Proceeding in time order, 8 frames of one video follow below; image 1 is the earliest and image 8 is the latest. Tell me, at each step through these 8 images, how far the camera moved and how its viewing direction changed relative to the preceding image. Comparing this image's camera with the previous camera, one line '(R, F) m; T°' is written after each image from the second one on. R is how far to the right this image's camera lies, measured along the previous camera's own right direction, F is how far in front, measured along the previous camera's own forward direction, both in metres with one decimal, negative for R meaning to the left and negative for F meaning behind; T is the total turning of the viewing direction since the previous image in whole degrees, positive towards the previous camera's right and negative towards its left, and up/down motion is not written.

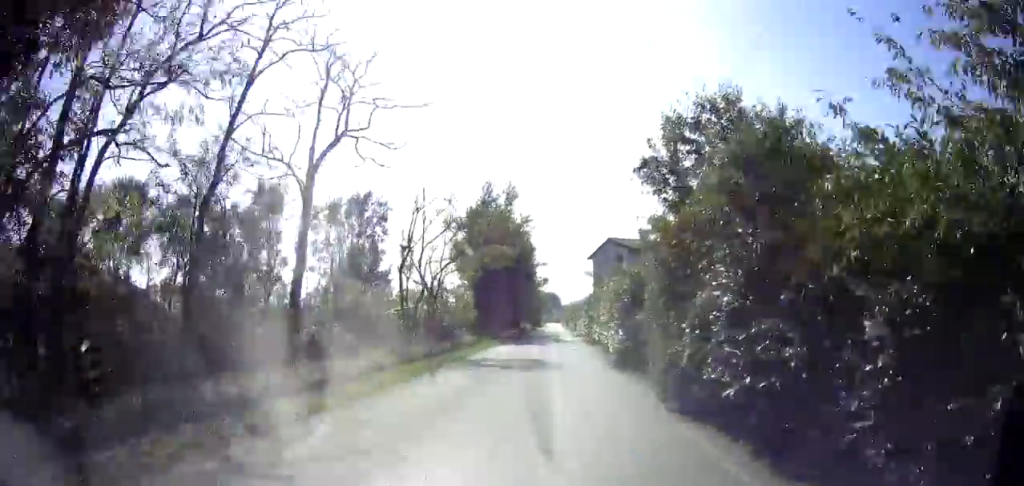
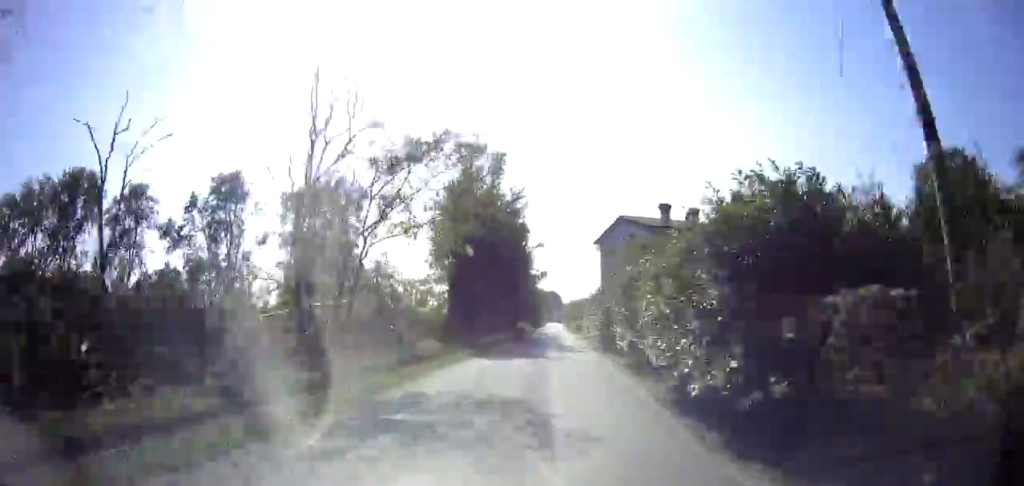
(0.0, +10.3) m; 0°
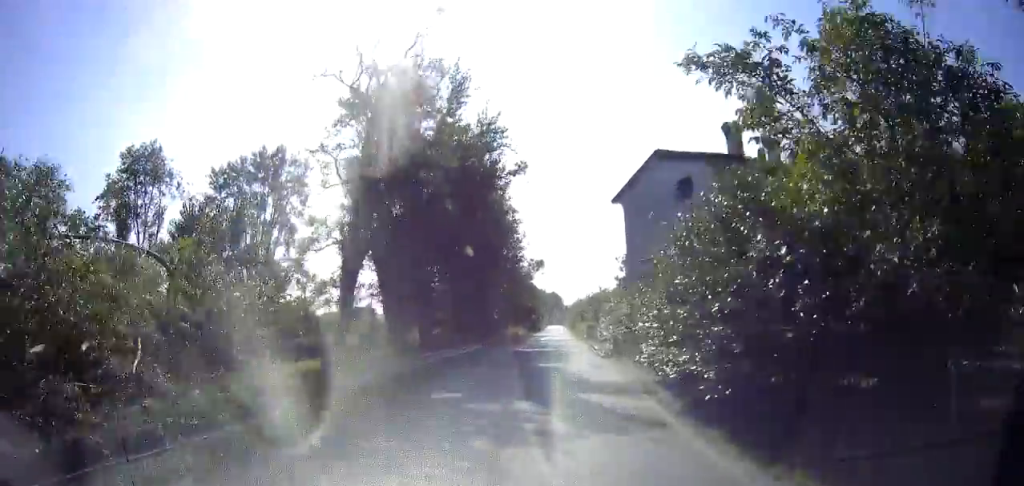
(0.0, +17.4) m; 0°
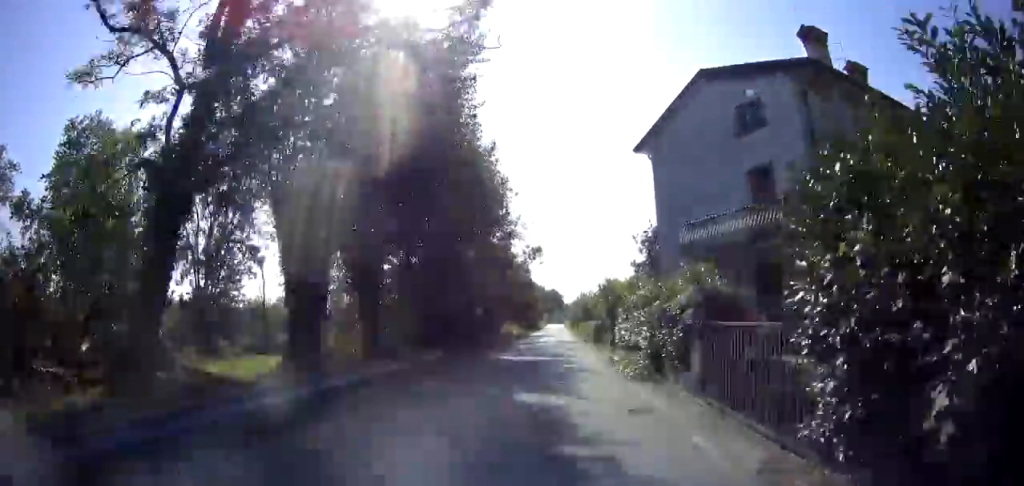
(0.0, +8.7) m; 0°
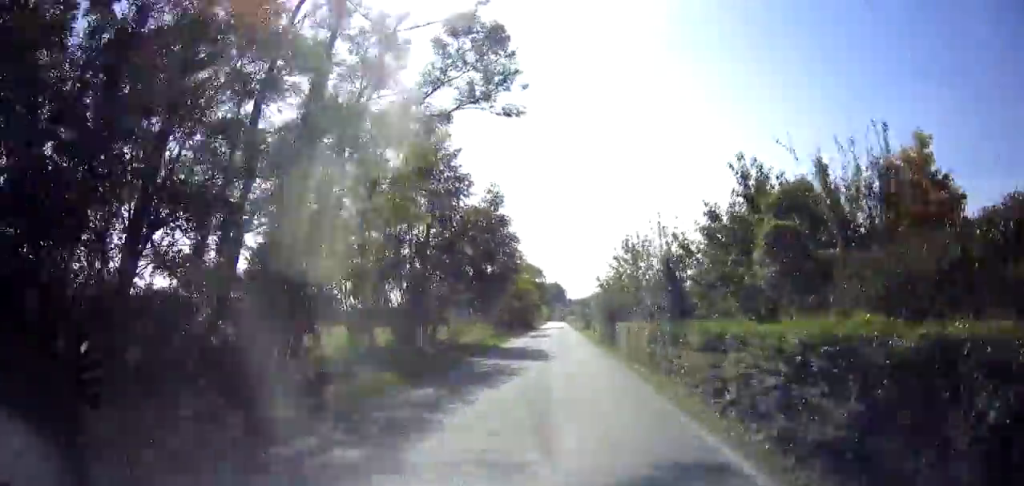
(0.0, +36.4) m; 0°
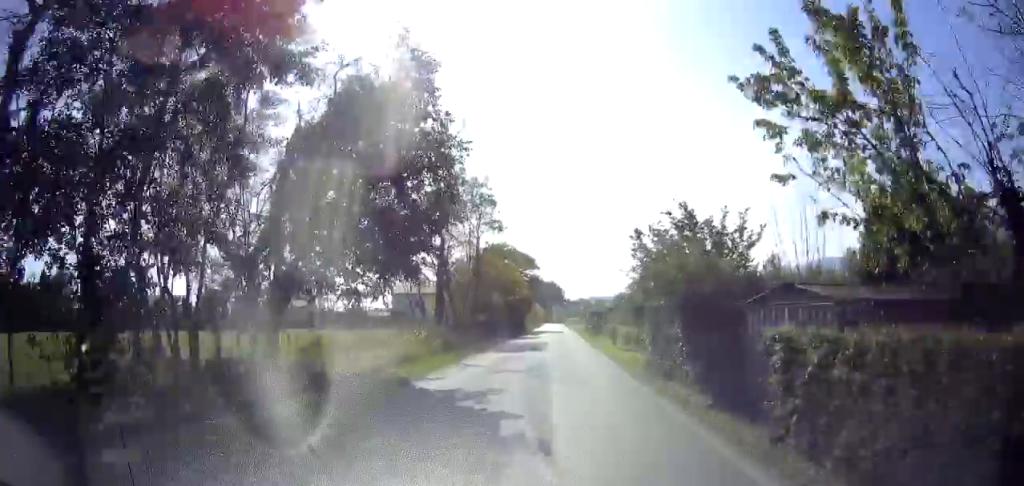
(0.0, +18.3) m; 0°
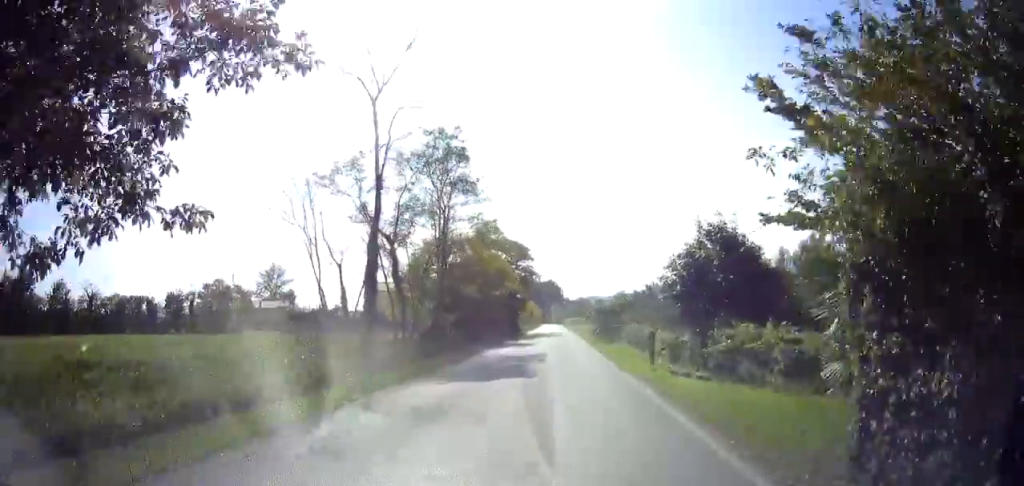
(0.0, +11.2) m; 0°
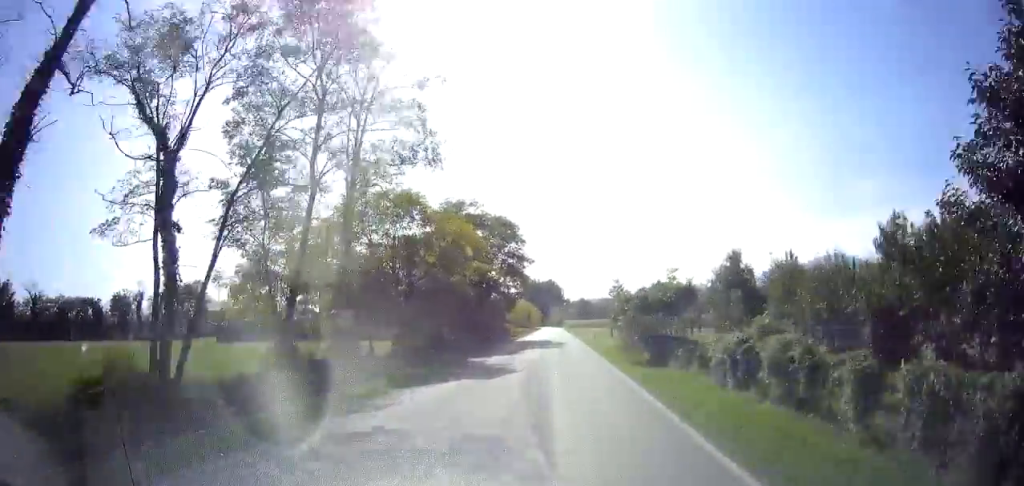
(0.0, +15.3) m; 0°
